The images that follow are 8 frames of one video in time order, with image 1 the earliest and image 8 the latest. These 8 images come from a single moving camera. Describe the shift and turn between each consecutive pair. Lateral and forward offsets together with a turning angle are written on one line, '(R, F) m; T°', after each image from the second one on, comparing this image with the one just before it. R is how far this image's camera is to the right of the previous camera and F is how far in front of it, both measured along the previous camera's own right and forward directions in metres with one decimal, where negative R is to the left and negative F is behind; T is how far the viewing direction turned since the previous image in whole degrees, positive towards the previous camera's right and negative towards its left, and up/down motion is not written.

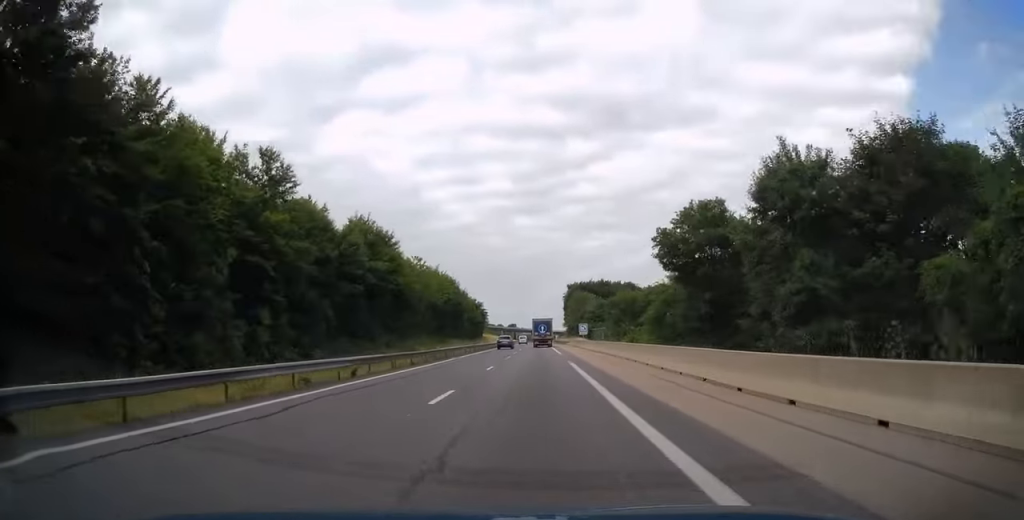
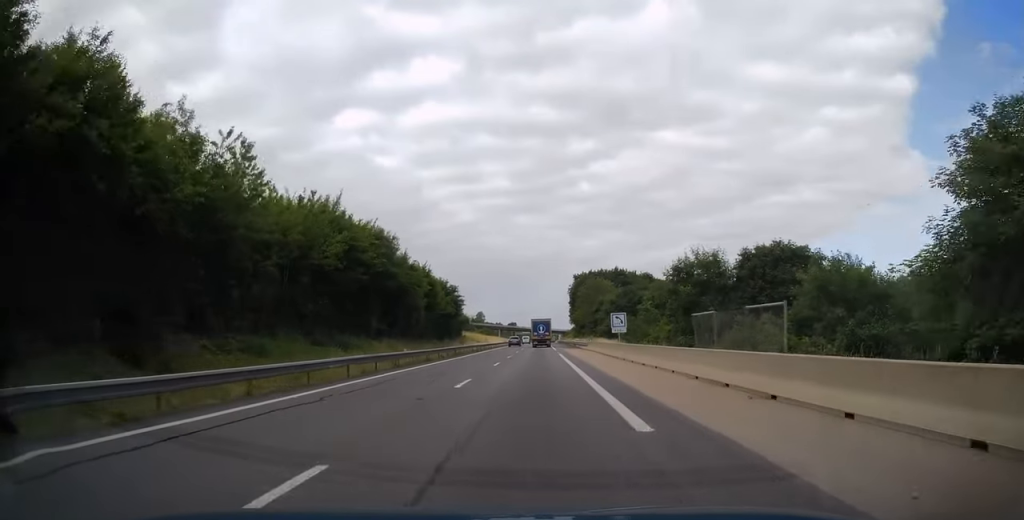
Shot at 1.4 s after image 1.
(+0.1, +35.0) m; 0°
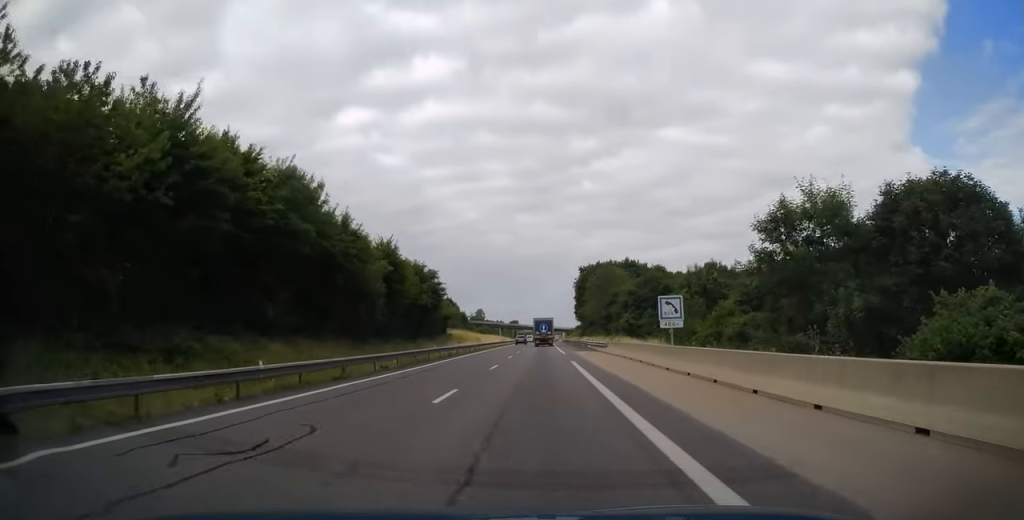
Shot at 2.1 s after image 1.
(0.0, +16.7) m; -1°
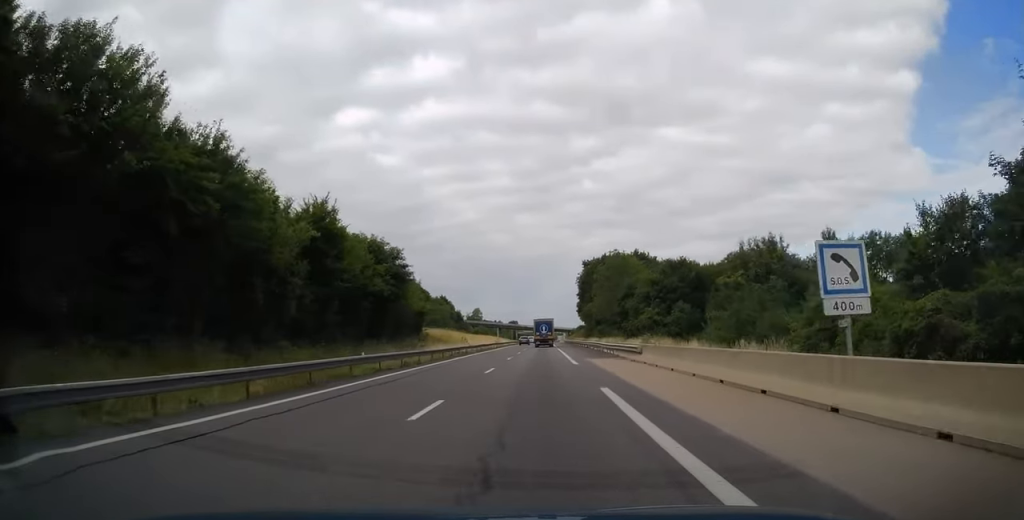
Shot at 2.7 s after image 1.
(-0.2, +15.5) m; 0°
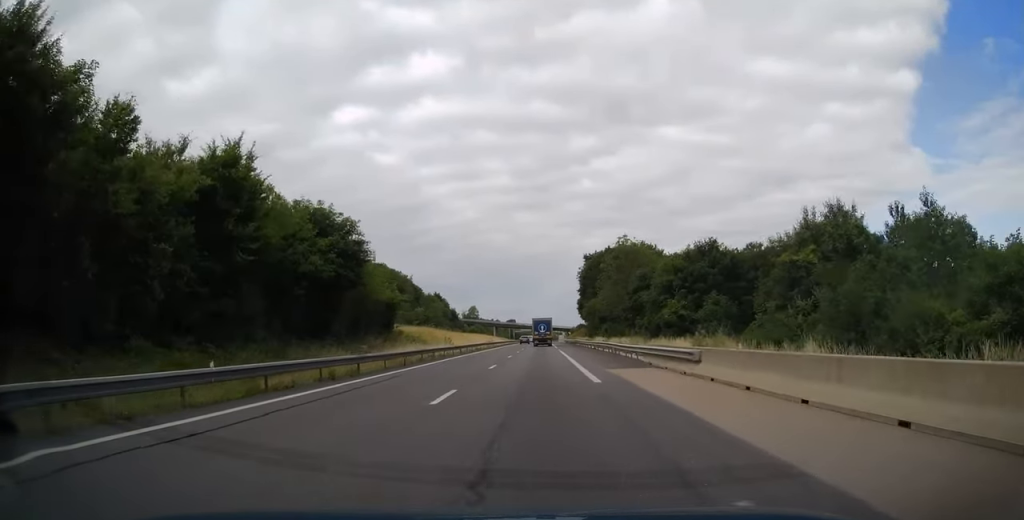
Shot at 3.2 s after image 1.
(-0.2, +11.0) m; 0°
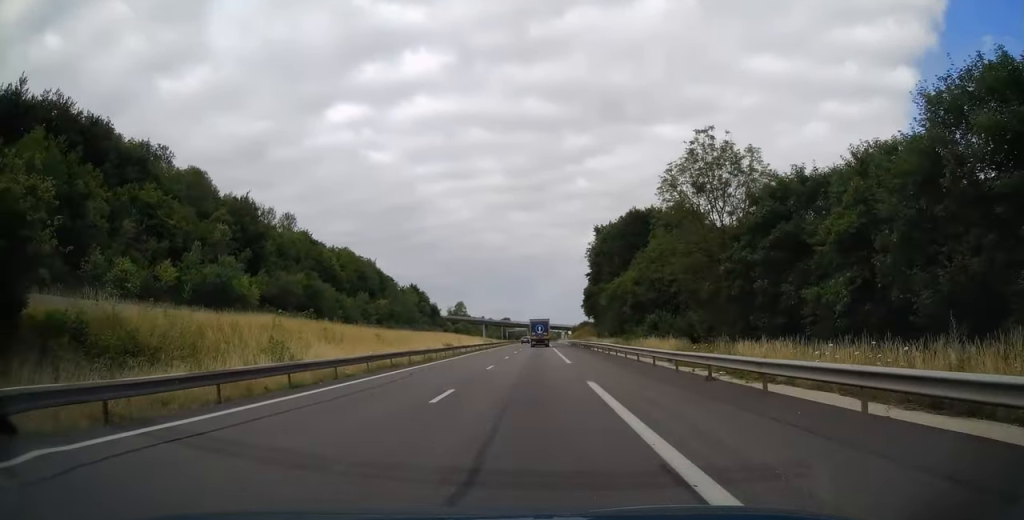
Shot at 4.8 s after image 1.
(+0.5, +38.3) m; +1°
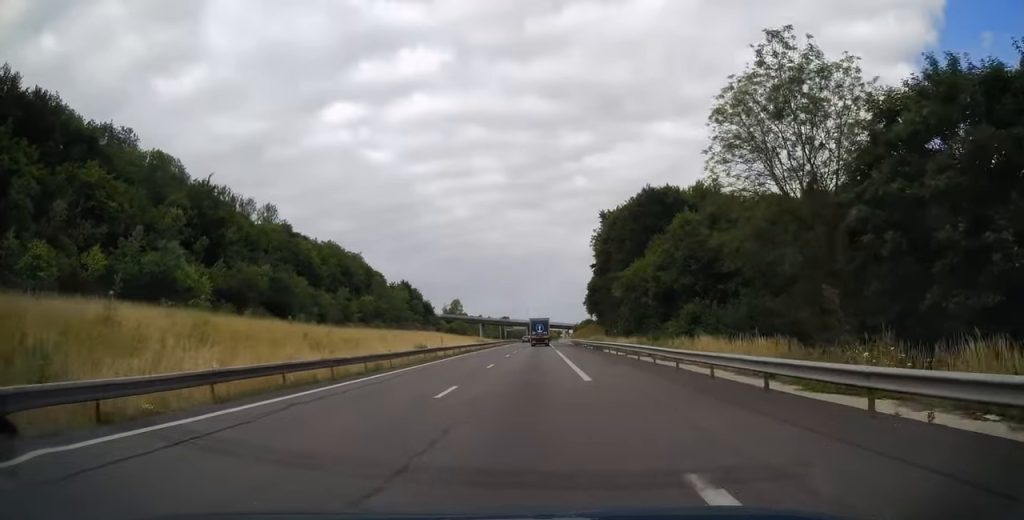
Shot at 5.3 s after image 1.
(0.0, +12.2) m; 0°
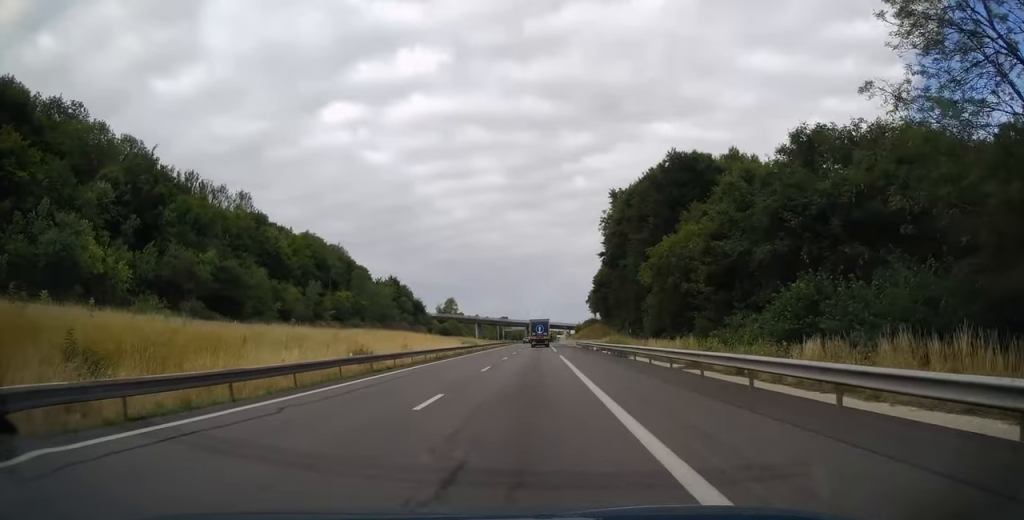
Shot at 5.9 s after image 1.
(0.0, +15.1) m; 0°
